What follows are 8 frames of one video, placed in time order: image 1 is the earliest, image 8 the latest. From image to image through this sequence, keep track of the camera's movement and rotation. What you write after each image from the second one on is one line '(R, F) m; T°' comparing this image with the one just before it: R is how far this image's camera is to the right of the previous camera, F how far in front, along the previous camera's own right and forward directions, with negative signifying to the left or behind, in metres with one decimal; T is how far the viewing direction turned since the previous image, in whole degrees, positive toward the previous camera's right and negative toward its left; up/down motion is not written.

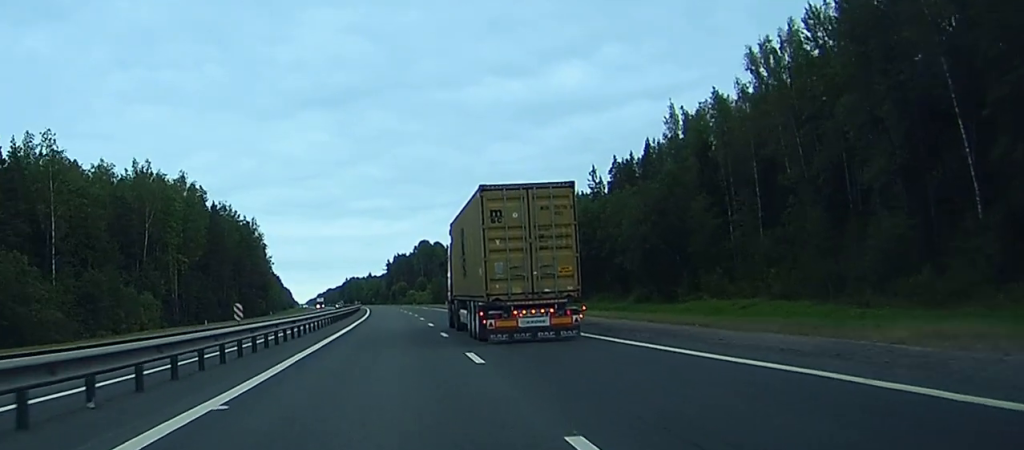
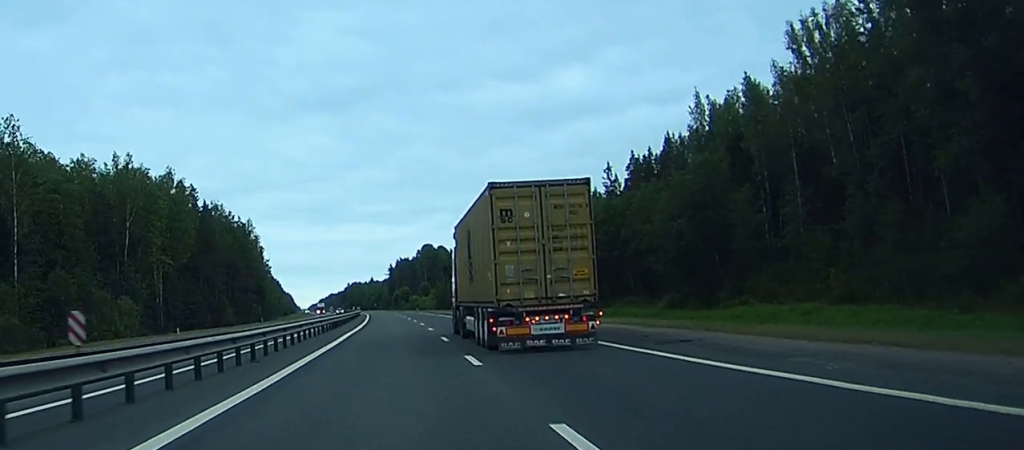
(+0.1, +11.0) m; 0°
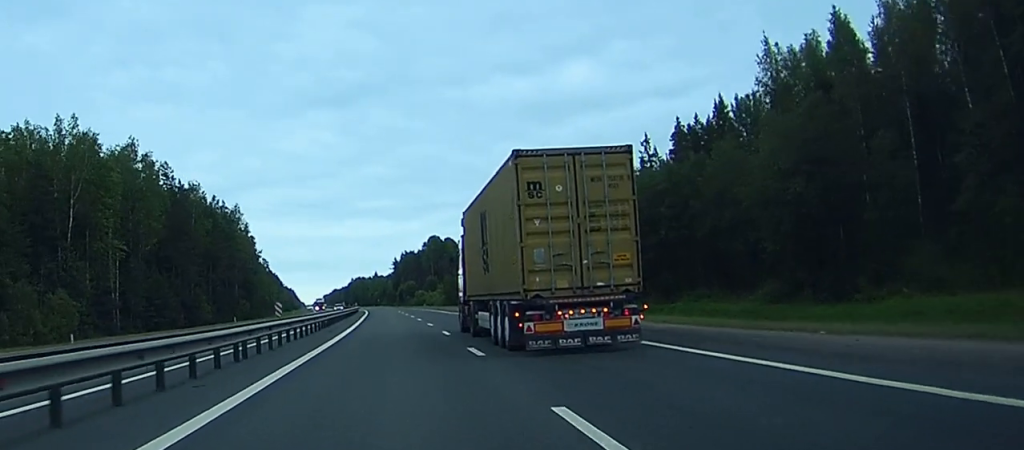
(+0.3, +24.0) m; 0°
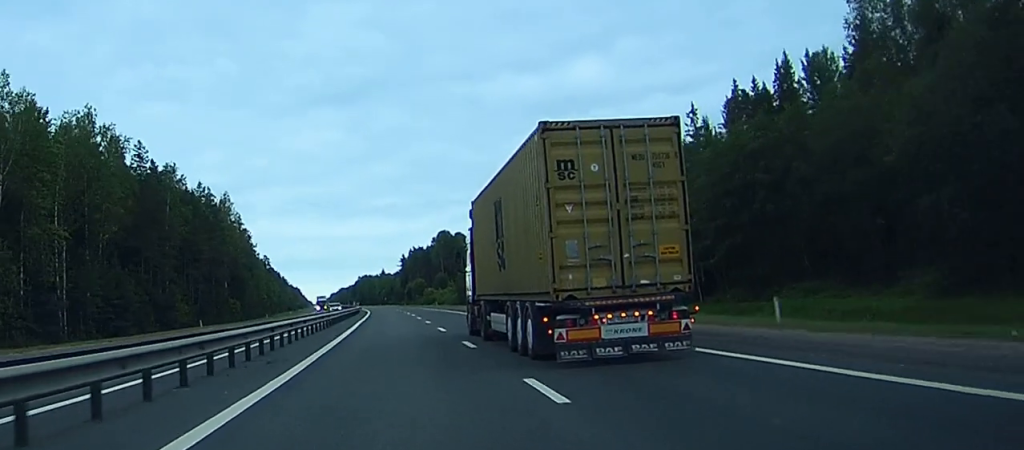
(-0.3, +21.7) m; -1°
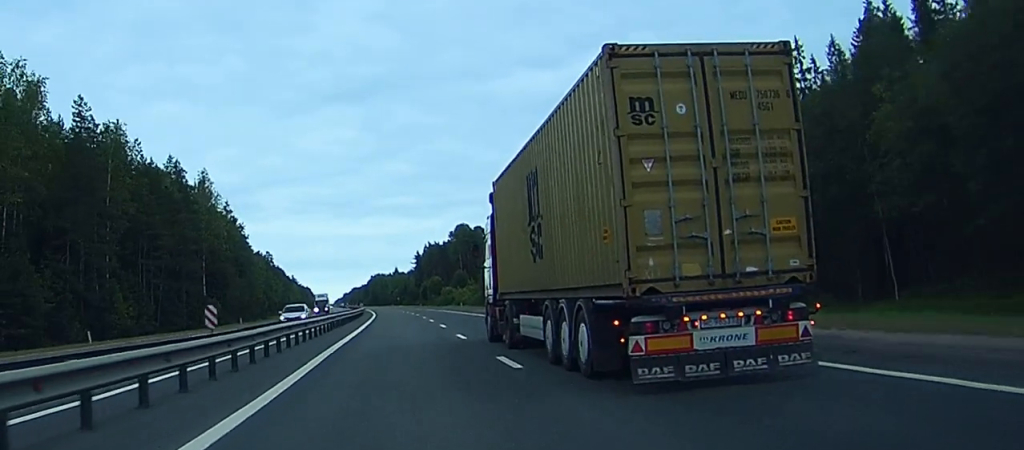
(+0.1, +33.9) m; 0°
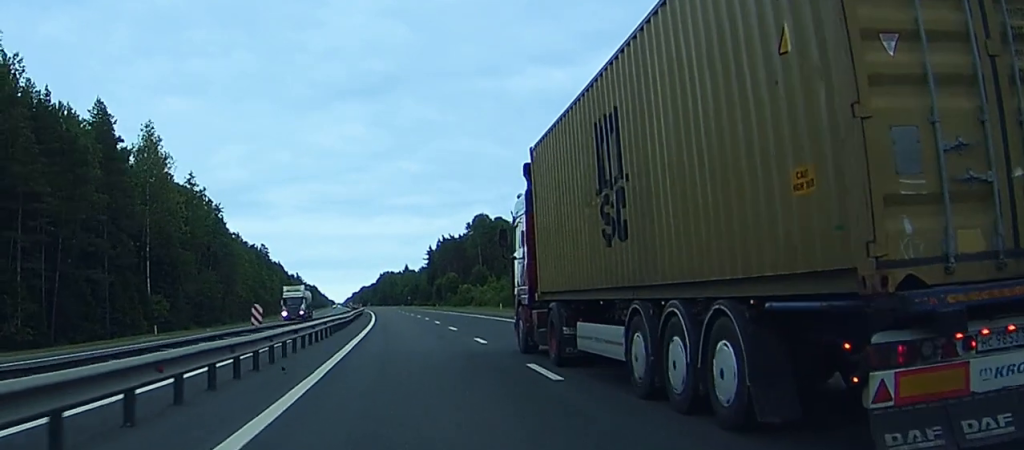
(-0.3, +37.8) m; -1°
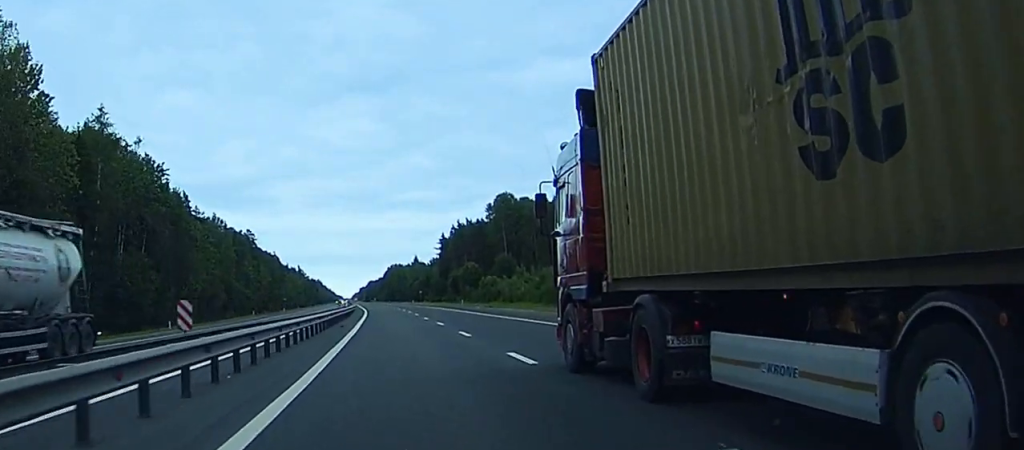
(-0.4, +37.3) m; 0°
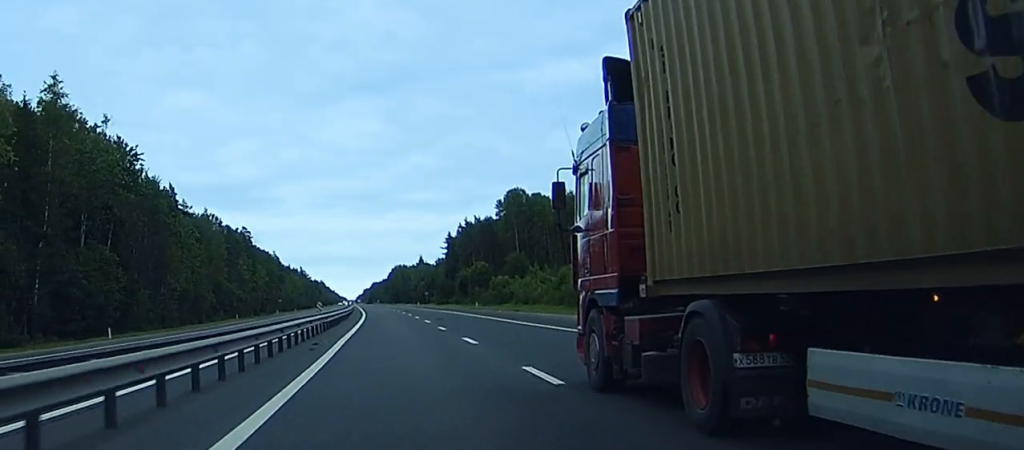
(+0.1, +12.2) m; +1°
